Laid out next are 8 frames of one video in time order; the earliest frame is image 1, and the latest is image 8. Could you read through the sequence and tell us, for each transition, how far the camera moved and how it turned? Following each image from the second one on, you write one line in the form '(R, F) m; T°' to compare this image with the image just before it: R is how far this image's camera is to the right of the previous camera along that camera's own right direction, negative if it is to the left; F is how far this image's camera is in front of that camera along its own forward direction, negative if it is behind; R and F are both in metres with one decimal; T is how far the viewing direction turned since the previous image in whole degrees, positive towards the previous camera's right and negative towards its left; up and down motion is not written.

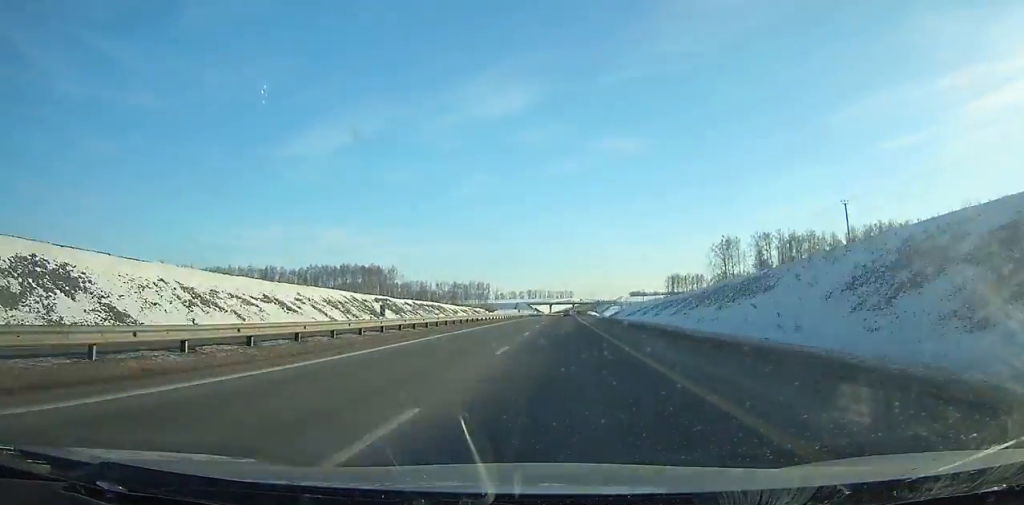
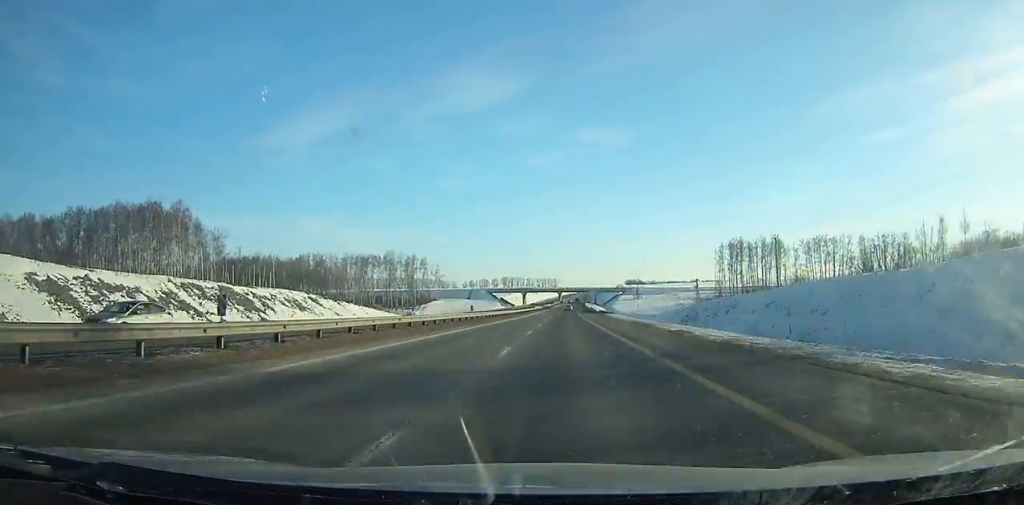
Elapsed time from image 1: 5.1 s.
(+2.7, +168.4) m; +2°
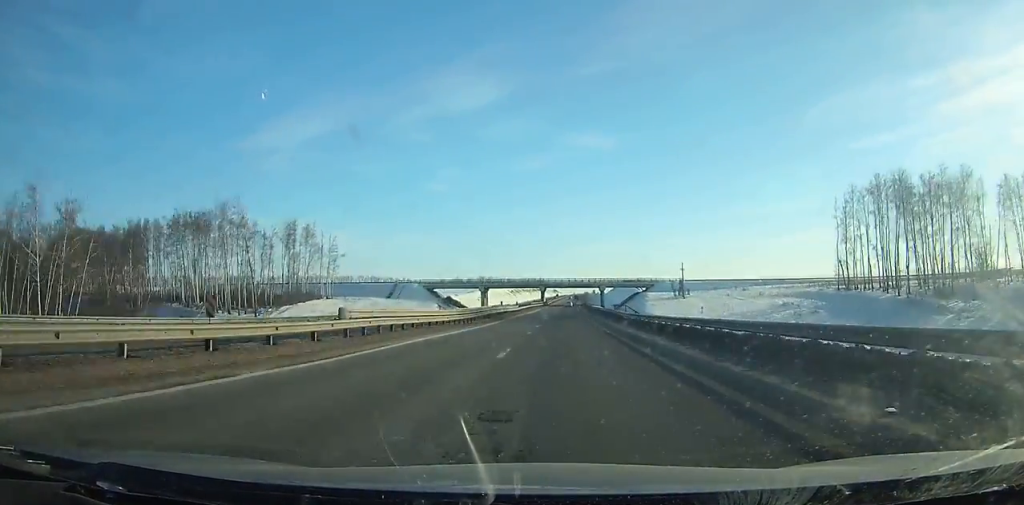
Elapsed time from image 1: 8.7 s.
(+1.4, +119.7) m; +1°
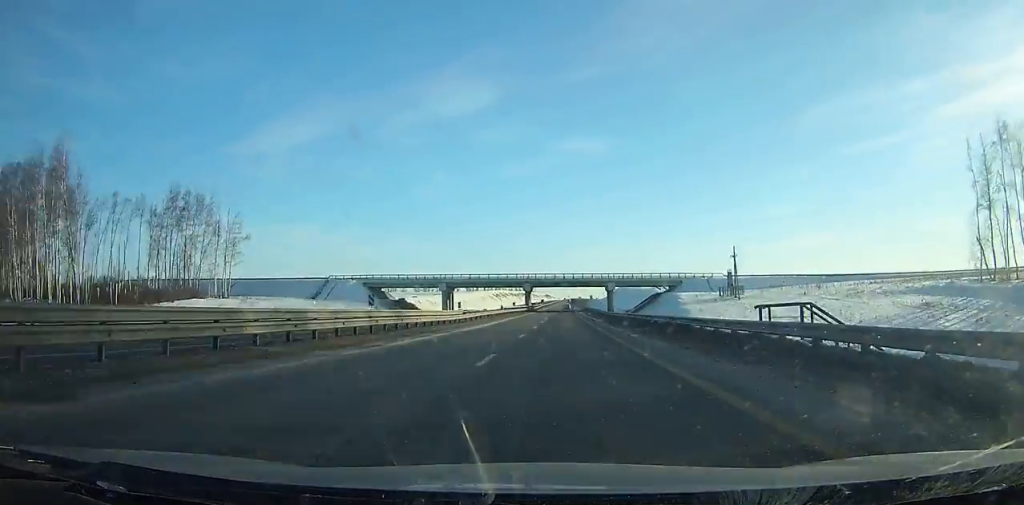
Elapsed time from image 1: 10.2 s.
(+0.2, +49.9) m; 0°
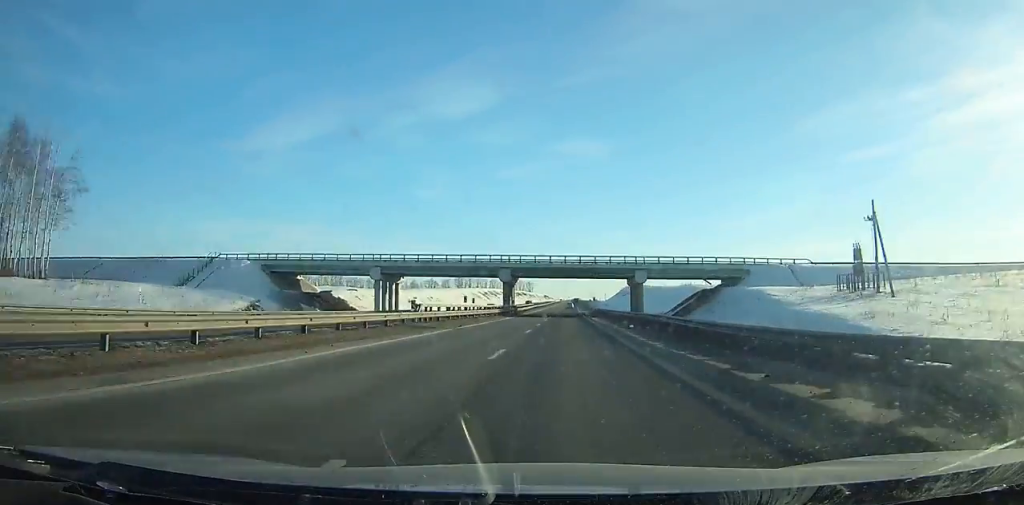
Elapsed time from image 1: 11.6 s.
(+0.1, +46.5) m; 0°
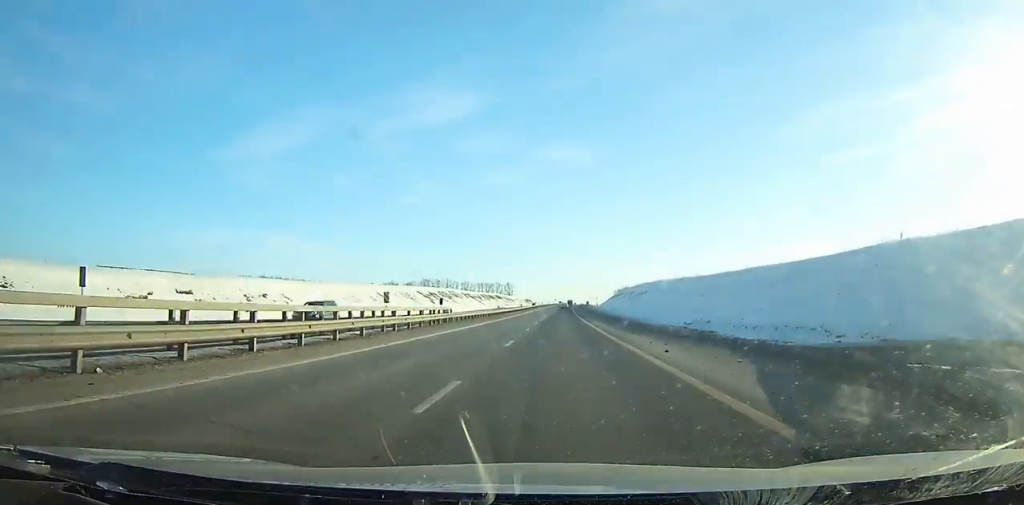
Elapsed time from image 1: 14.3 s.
(+0.7, +89.5) m; +1°
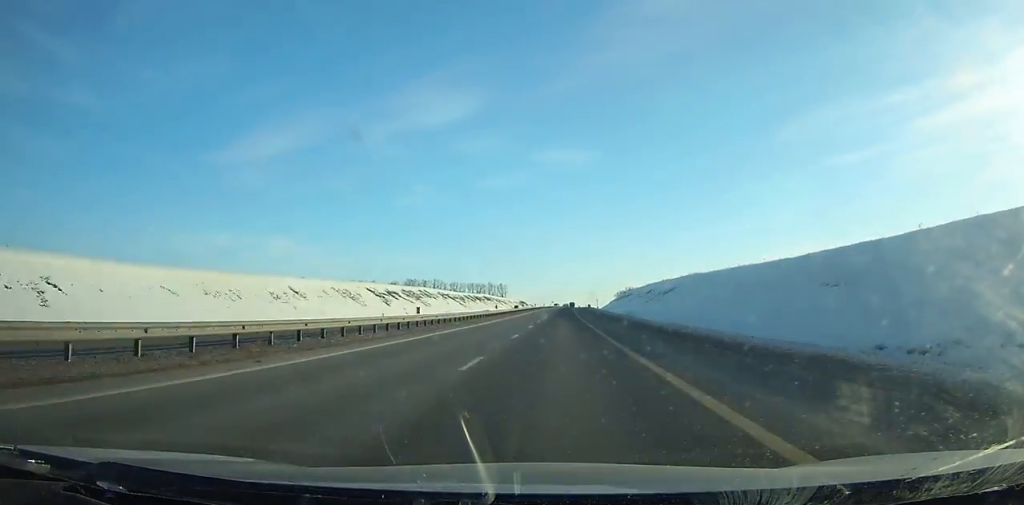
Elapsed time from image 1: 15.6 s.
(+0.1, +43.0) m; 0°
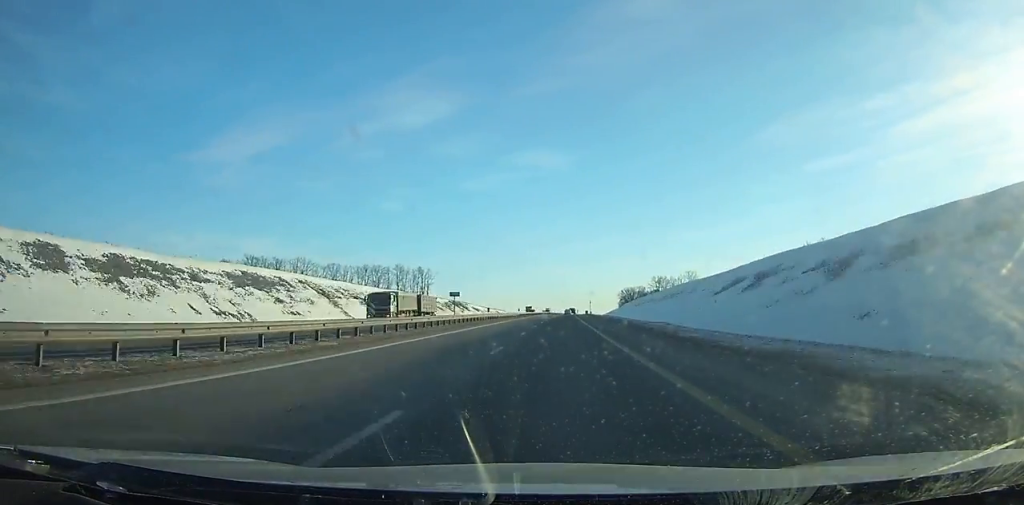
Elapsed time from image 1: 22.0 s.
(+4.1, +210.6) m; +2°
